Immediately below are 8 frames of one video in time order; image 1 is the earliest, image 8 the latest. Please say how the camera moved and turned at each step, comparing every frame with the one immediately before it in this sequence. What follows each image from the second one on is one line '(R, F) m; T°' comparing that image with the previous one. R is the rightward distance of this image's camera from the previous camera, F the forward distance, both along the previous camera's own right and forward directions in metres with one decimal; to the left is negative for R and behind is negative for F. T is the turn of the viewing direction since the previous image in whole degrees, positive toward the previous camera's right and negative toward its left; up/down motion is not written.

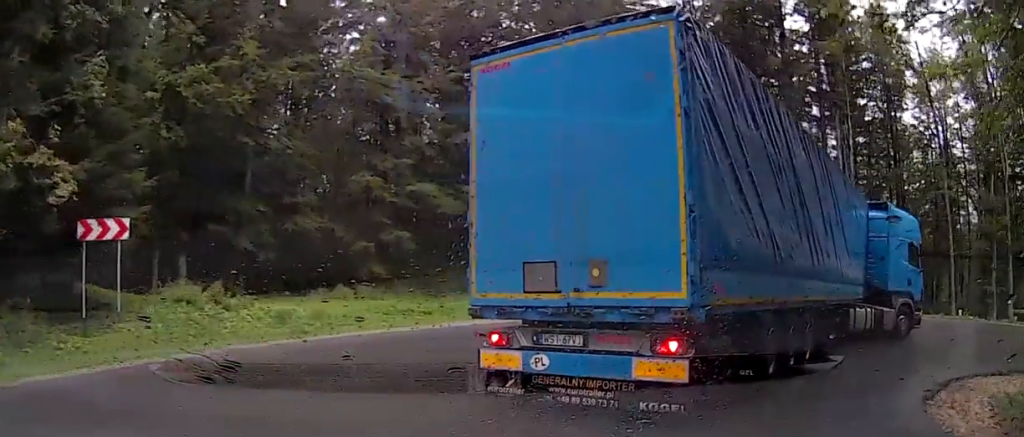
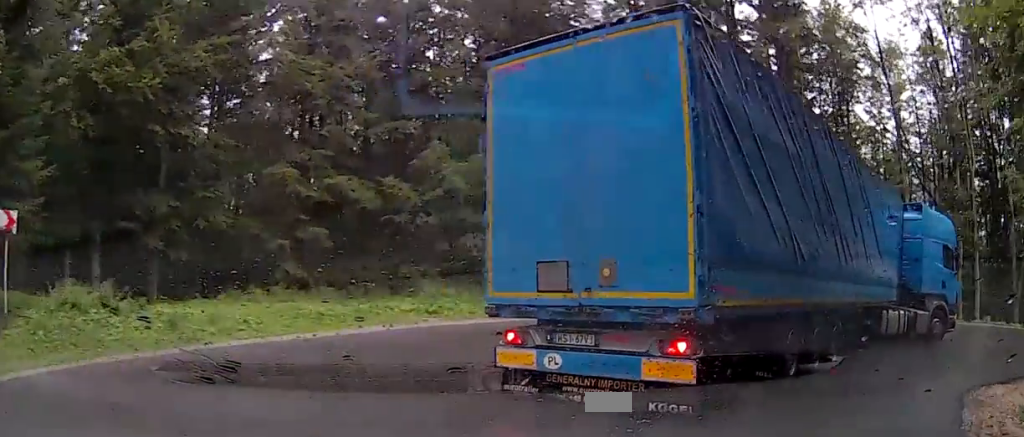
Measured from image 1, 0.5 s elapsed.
(+0.4, +2.4) m; +5°
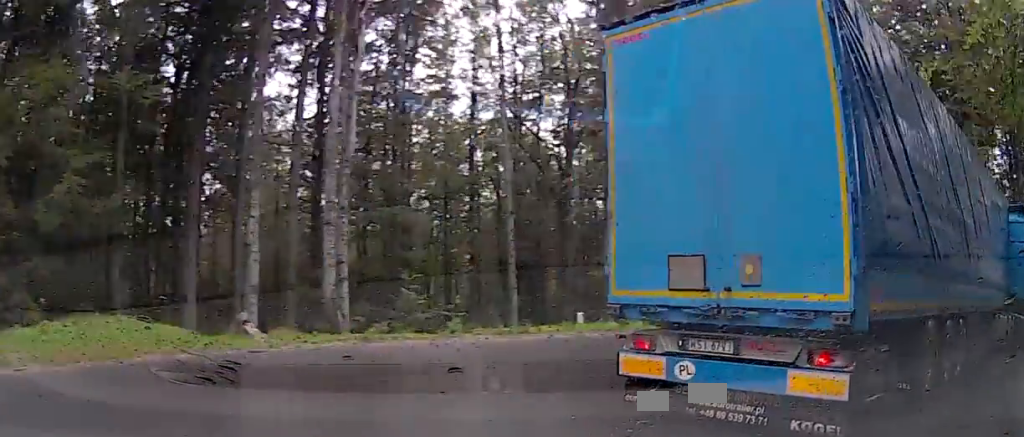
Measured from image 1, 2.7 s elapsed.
(+2.6, +9.9) m; +47°
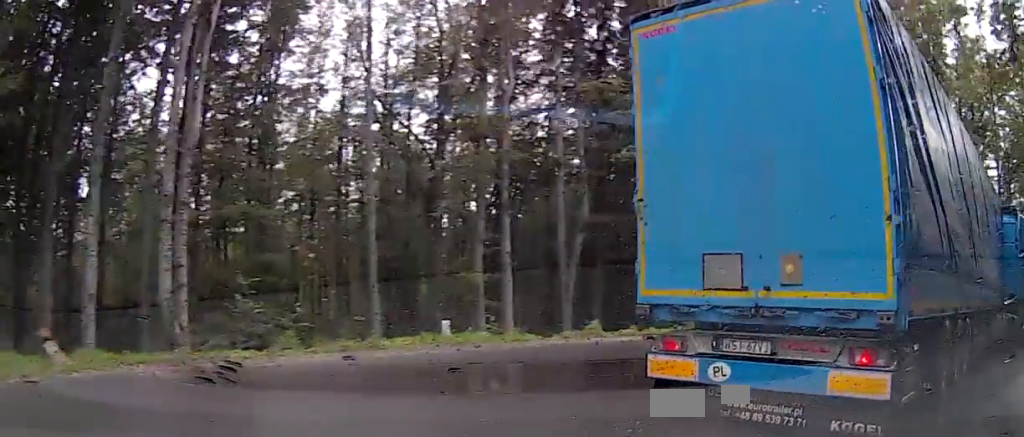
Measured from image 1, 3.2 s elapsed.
(+0.2, +2.0) m; +12°
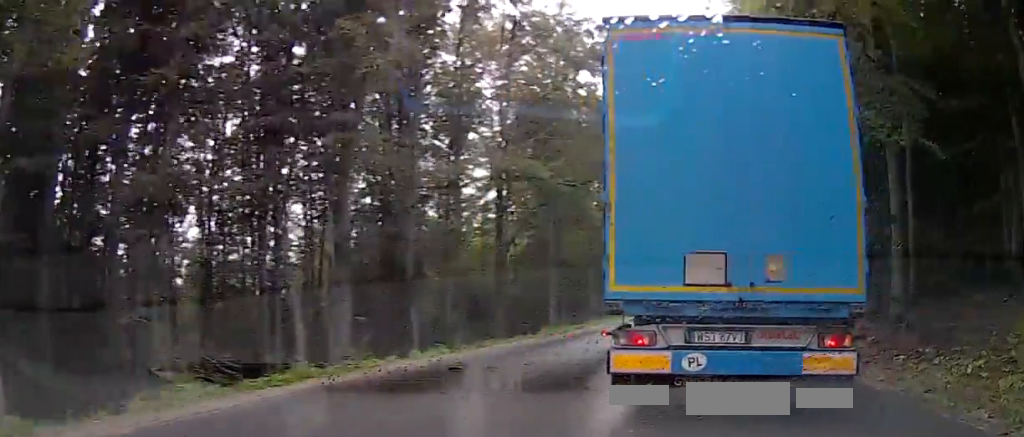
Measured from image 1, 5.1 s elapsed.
(+2.9, +9.6) m; +33°
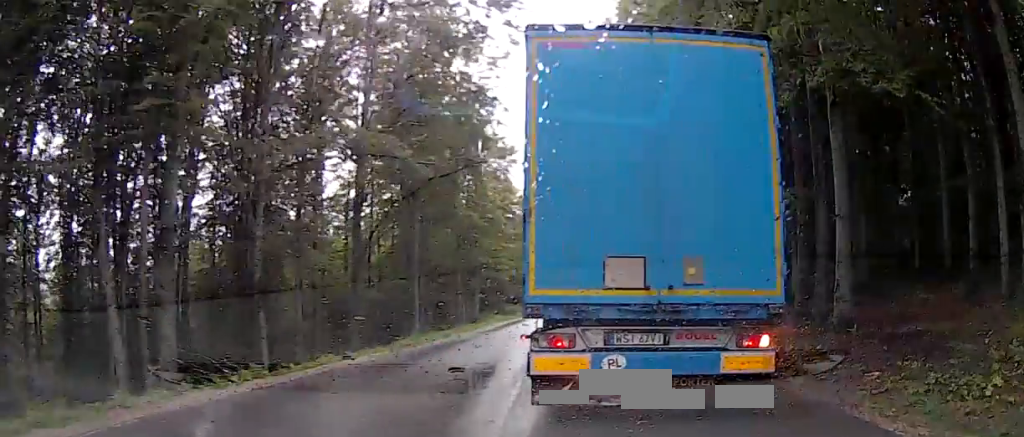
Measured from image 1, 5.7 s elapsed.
(+0.3, +3.6) m; +10°
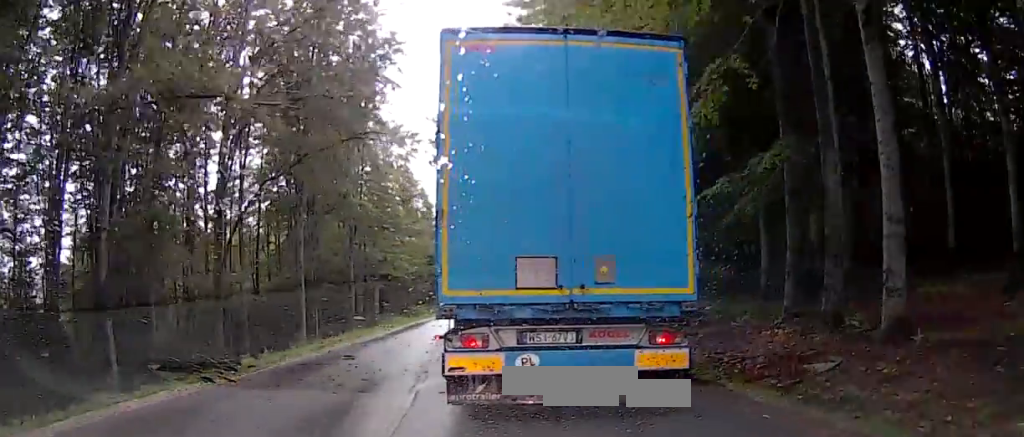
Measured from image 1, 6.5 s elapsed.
(+1.2, +5.9) m; +10°
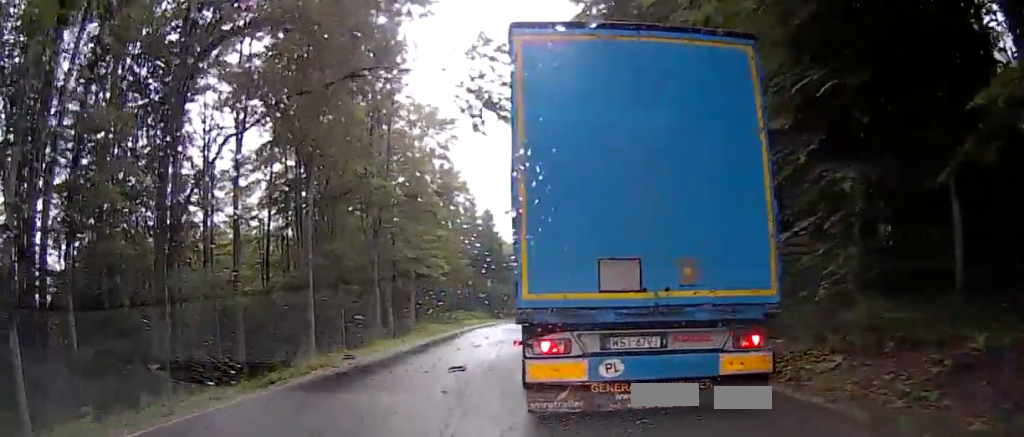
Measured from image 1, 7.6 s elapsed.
(-0.3, +9.2) m; -9°
